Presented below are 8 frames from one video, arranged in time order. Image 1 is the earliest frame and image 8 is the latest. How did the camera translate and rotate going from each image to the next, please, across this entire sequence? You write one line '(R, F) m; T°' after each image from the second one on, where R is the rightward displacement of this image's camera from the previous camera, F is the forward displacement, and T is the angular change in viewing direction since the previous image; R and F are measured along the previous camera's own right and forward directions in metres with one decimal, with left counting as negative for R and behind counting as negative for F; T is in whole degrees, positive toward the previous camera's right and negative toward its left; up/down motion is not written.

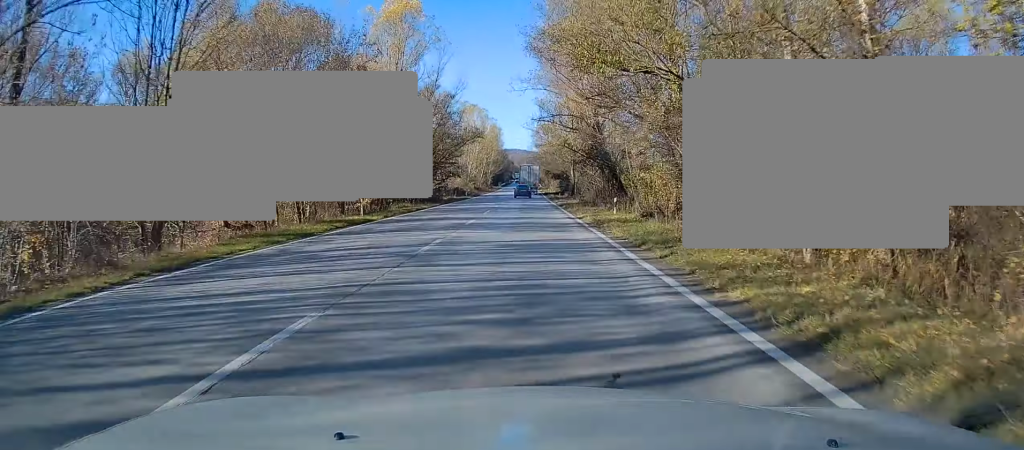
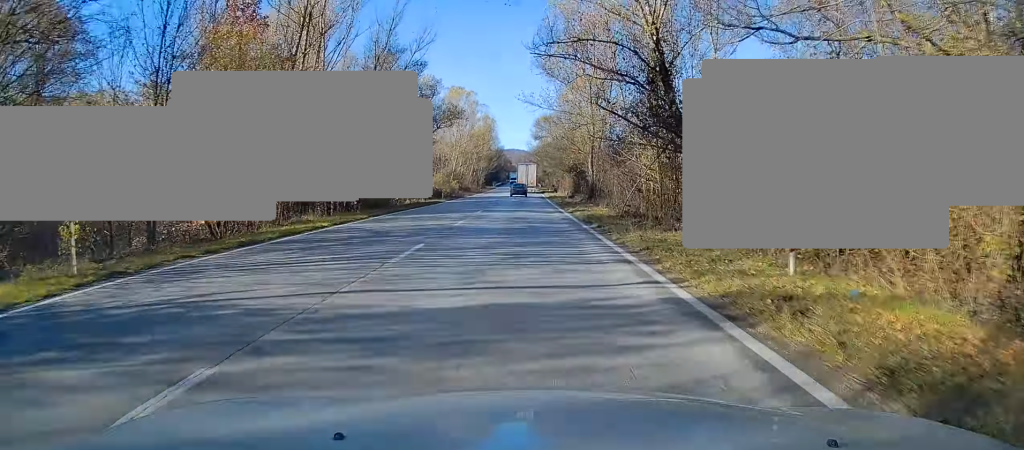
(-0.1, +19.7) m; -1°
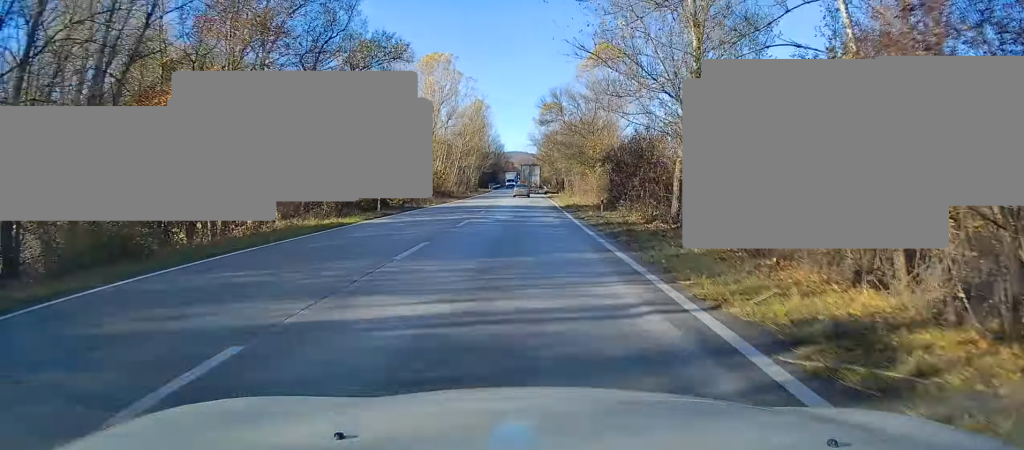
(-0.3, +25.9) m; 0°
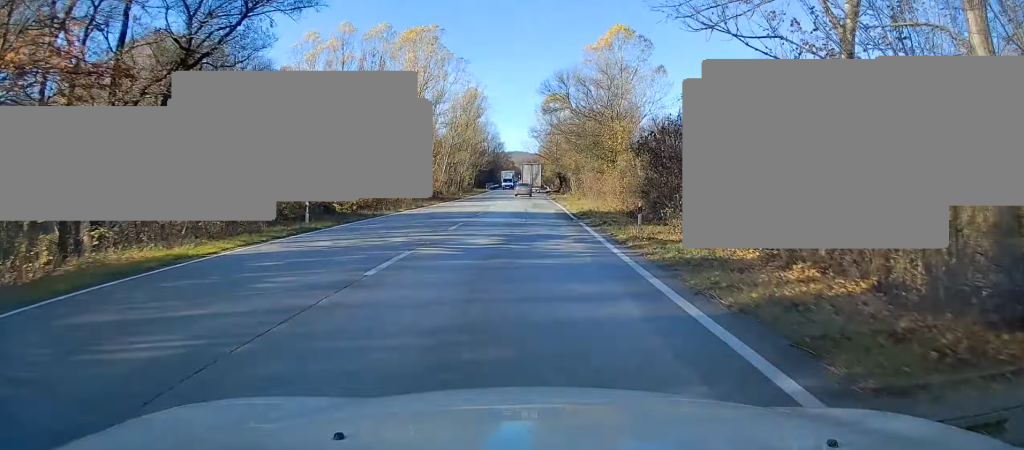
(0.0, +11.0) m; 0°
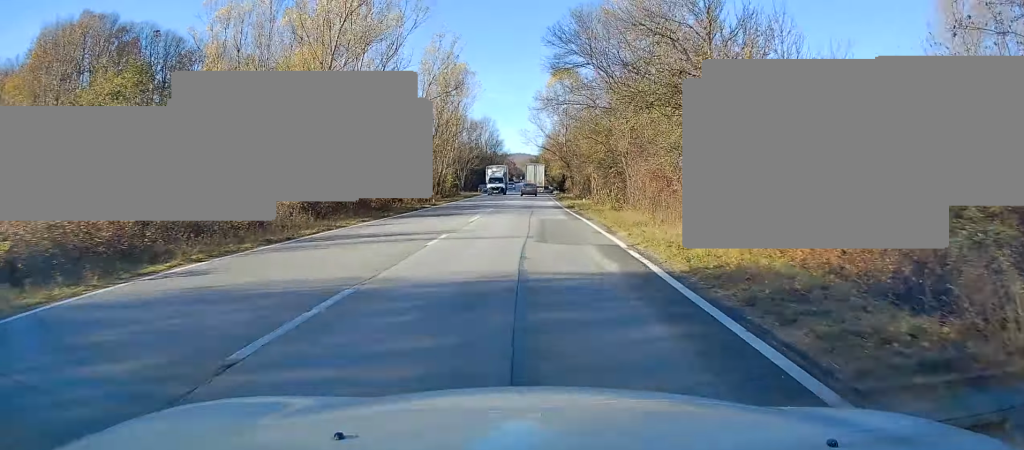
(+0.2, +22.0) m; +1°
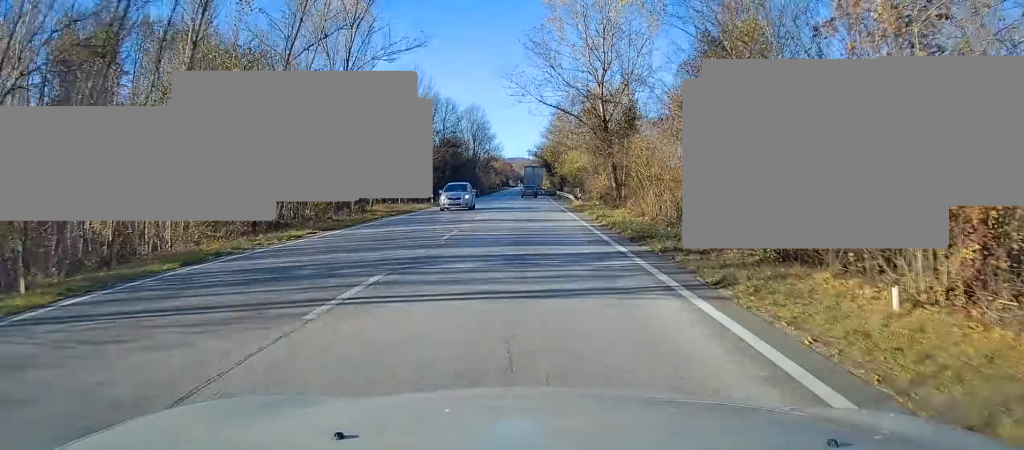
(-0.7, +43.2) m; -1°
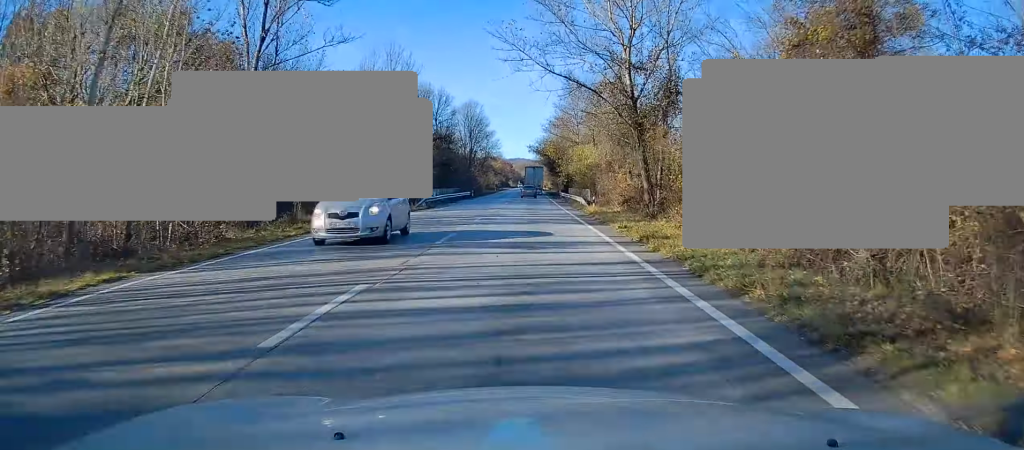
(+0.2, +10.1) m; 0°
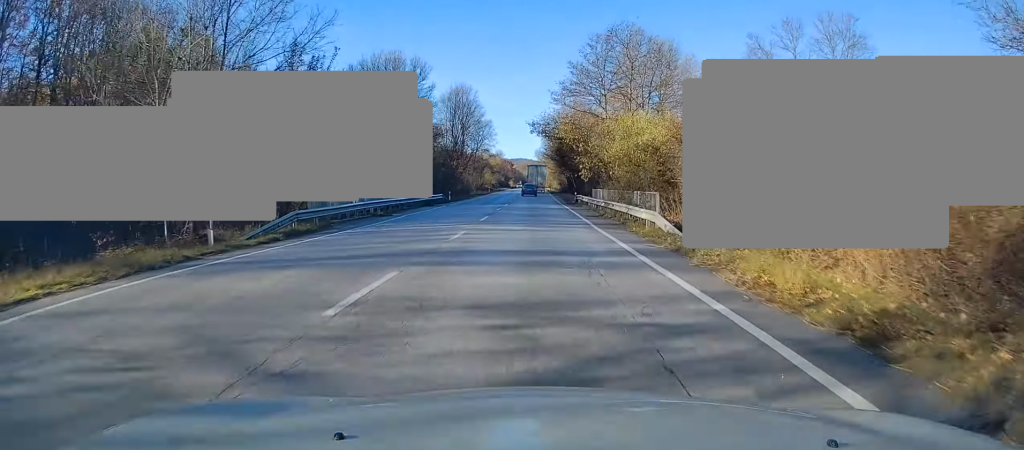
(+0.2, +25.7) m; 0°
